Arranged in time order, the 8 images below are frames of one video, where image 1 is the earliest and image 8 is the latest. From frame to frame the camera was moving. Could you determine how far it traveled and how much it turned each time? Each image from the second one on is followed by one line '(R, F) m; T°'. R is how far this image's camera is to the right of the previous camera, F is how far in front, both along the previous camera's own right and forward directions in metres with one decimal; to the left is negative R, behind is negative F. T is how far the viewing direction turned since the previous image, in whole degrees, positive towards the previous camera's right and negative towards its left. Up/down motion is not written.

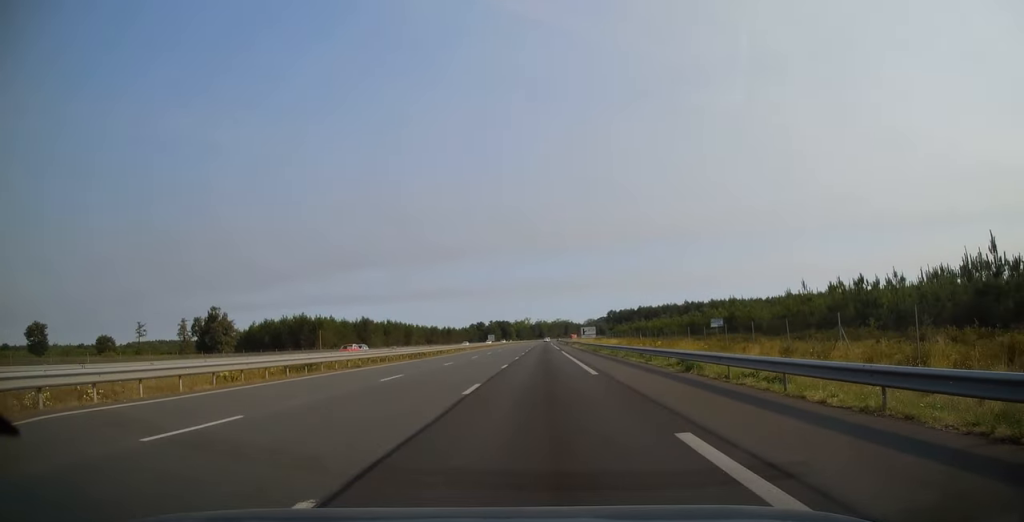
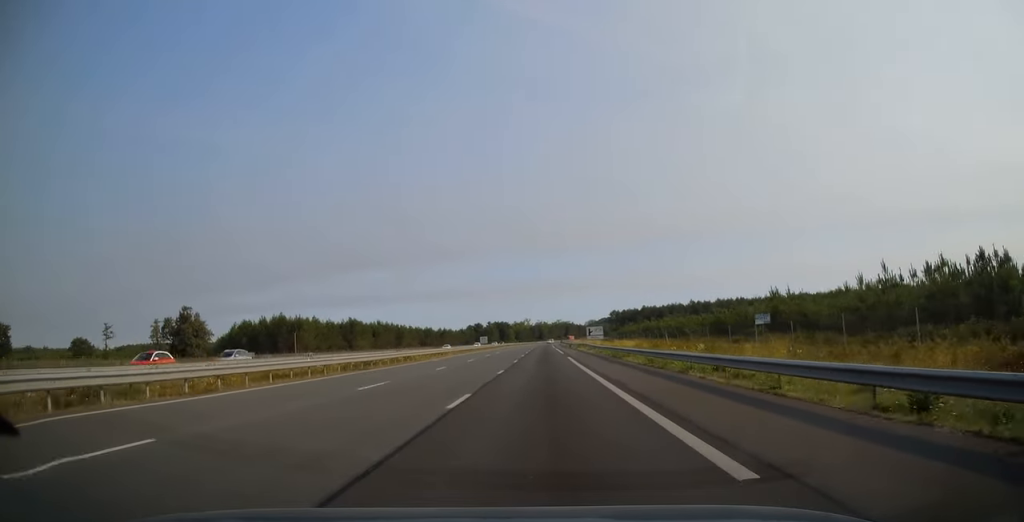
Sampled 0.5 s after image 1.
(0.0, +15.7) m; 0°
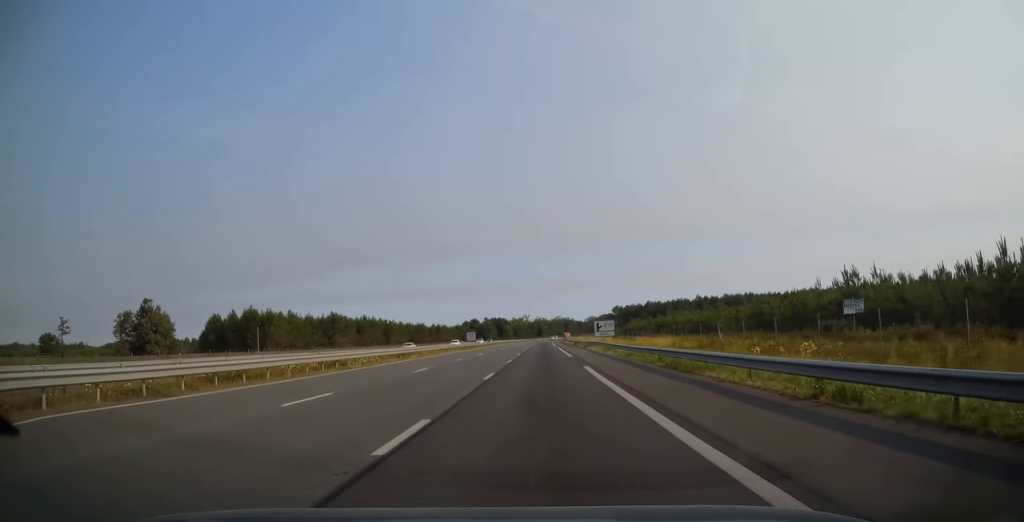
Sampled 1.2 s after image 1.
(0.0, +18.2) m; 0°
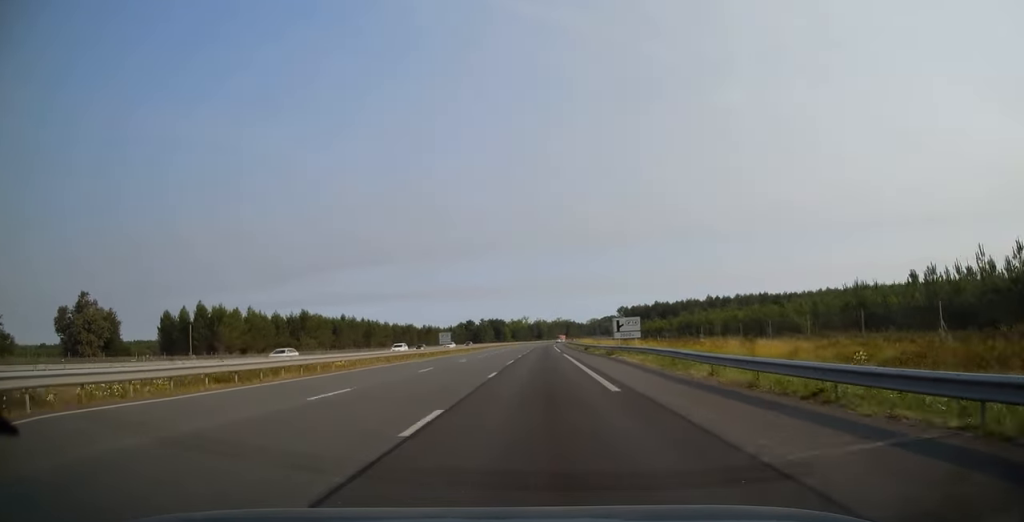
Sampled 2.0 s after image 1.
(+0.1, +24.6) m; 0°
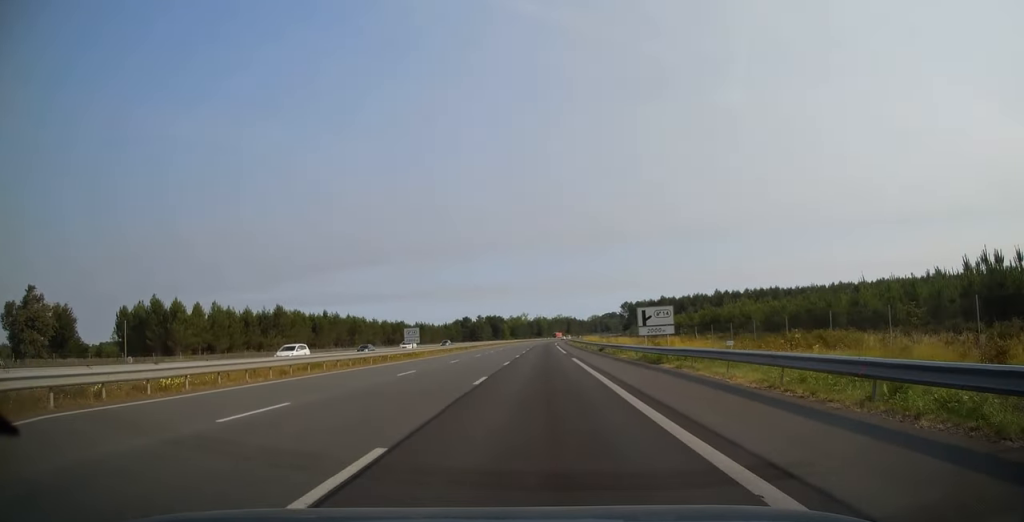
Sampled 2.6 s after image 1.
(0.0, +17.3) m; 0°
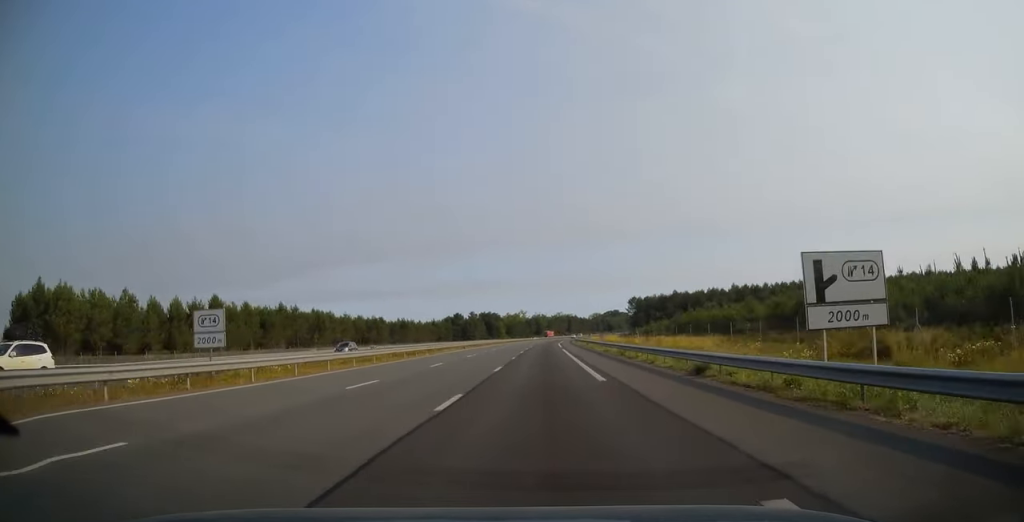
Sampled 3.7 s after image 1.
(-0.1, +31.9) m; 0°
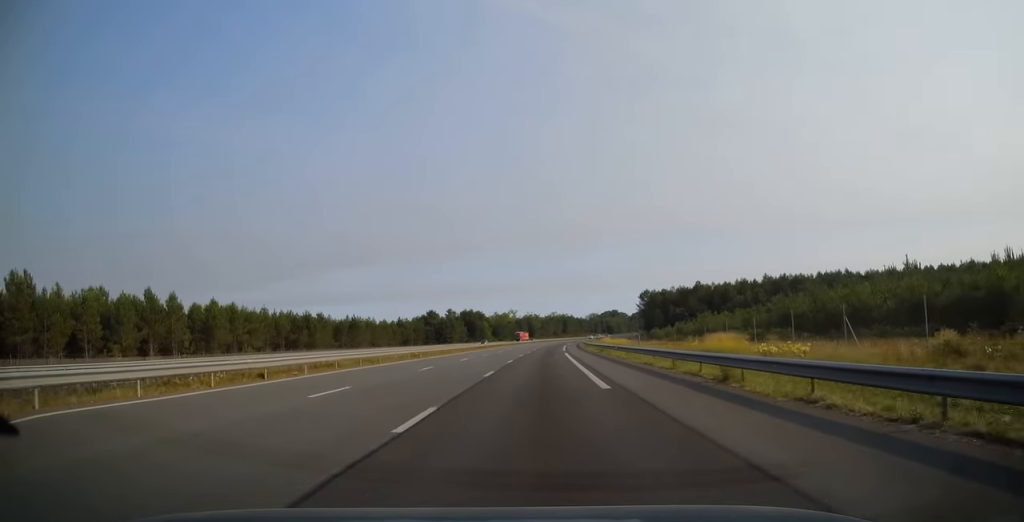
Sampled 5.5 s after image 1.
(+0.3, +54.5) m; +1°
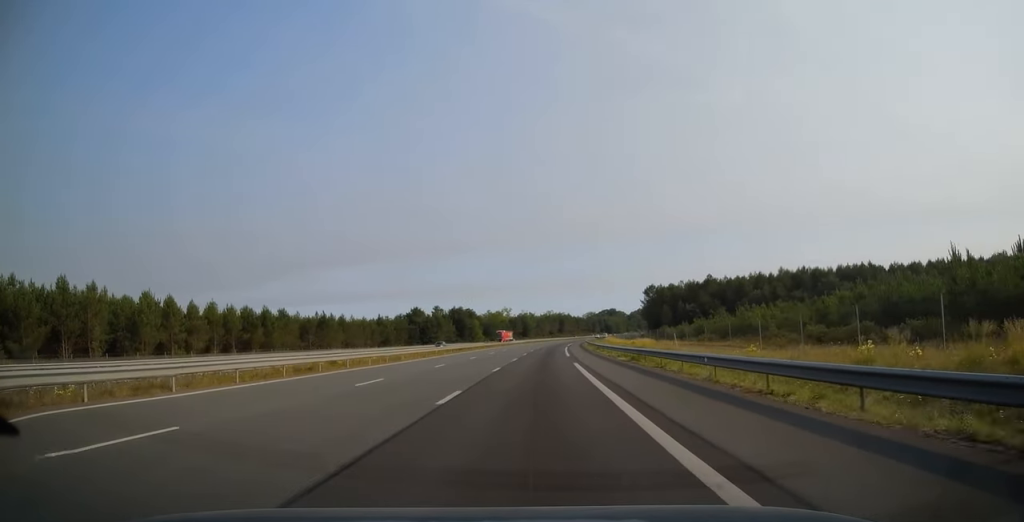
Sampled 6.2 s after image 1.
(0.0, +22.0) m; 0°
